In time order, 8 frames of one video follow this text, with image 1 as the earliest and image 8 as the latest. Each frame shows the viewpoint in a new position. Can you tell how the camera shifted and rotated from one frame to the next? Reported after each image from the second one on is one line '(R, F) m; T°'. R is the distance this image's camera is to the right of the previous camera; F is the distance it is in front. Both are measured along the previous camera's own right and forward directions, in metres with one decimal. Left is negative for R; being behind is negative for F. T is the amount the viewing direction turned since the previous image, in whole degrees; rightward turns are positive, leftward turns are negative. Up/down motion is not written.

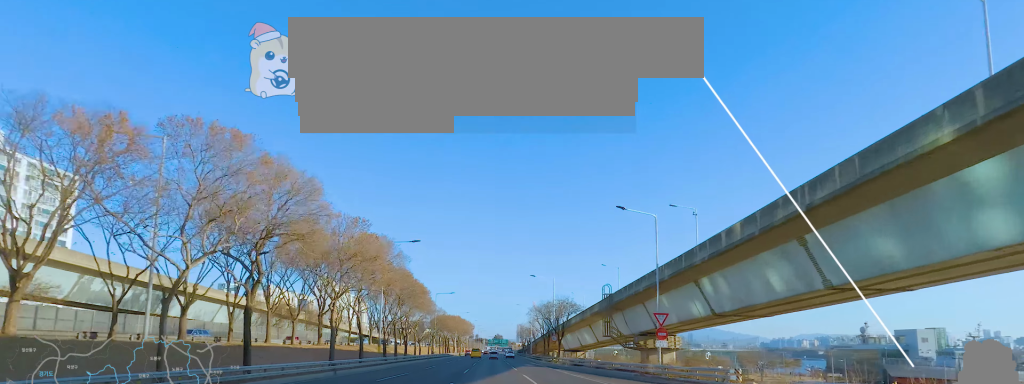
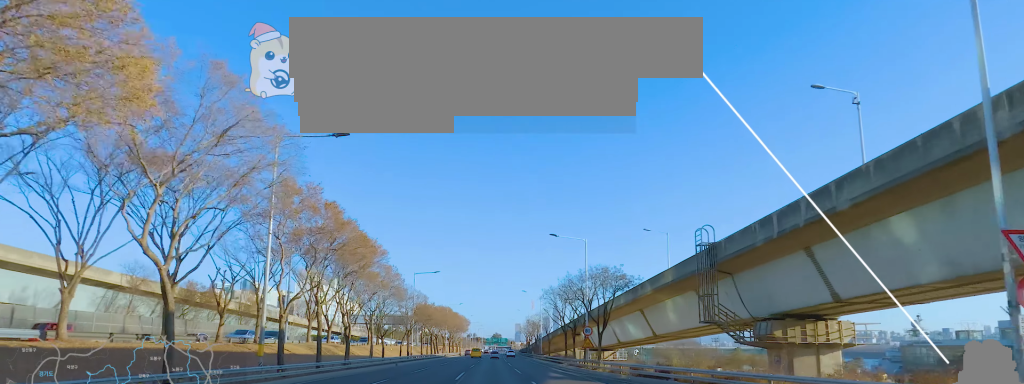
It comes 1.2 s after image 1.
(+0.7, +31.8) m; +2°
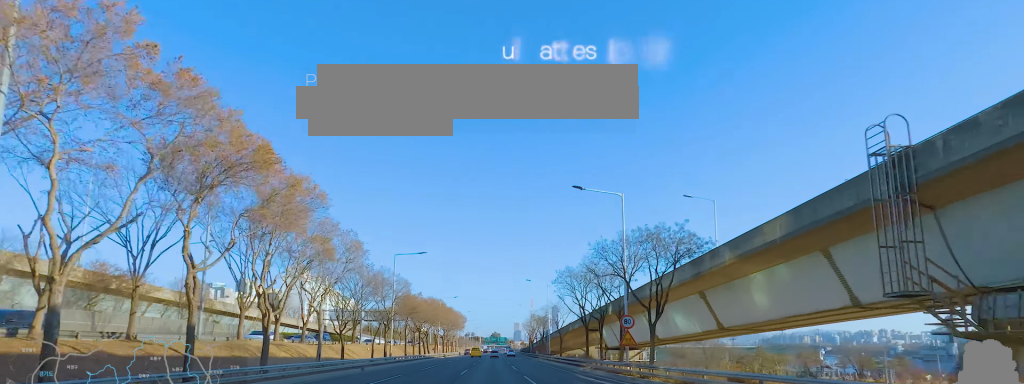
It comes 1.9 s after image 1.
(+0.1, +16.4) m; 0°
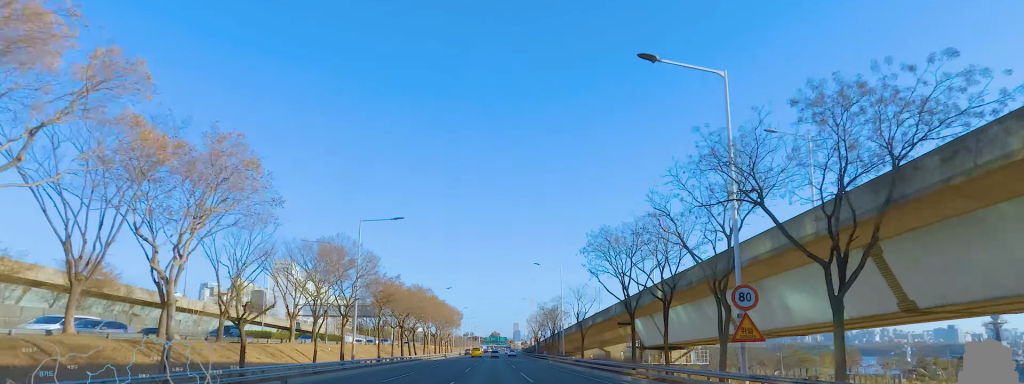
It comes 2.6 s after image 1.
(+0.4, +17.5) m; 0°
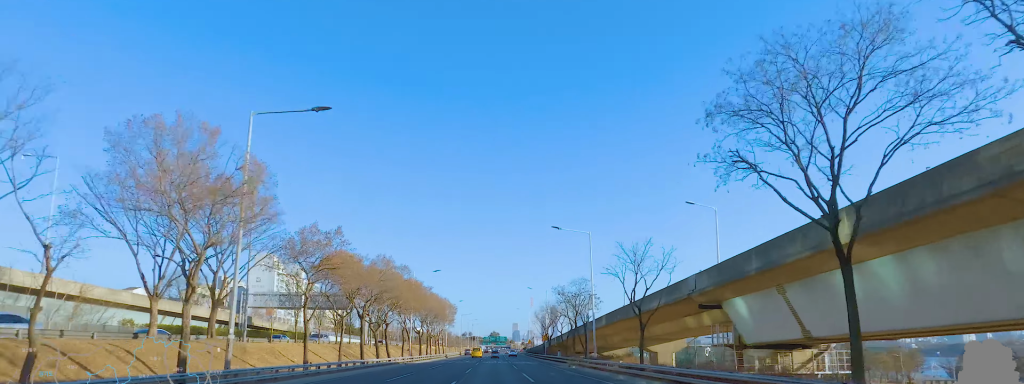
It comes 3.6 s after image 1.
(-0.9, +20.9) m; 0°
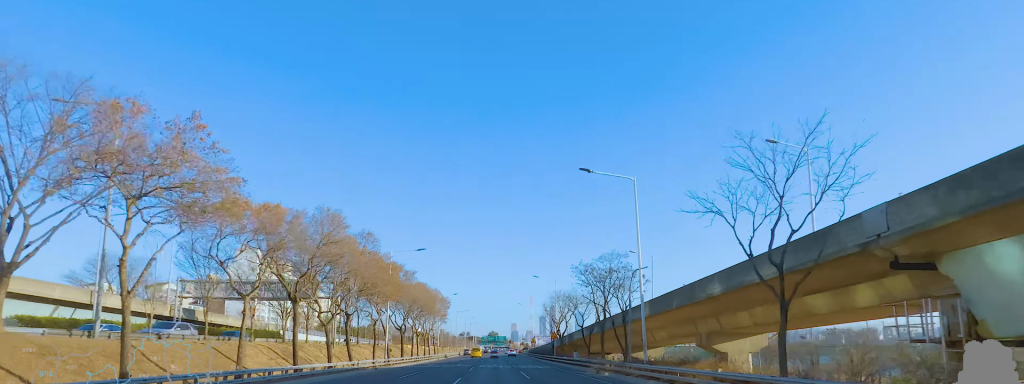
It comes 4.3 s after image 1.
(+0.7, +15.0) m; 0°
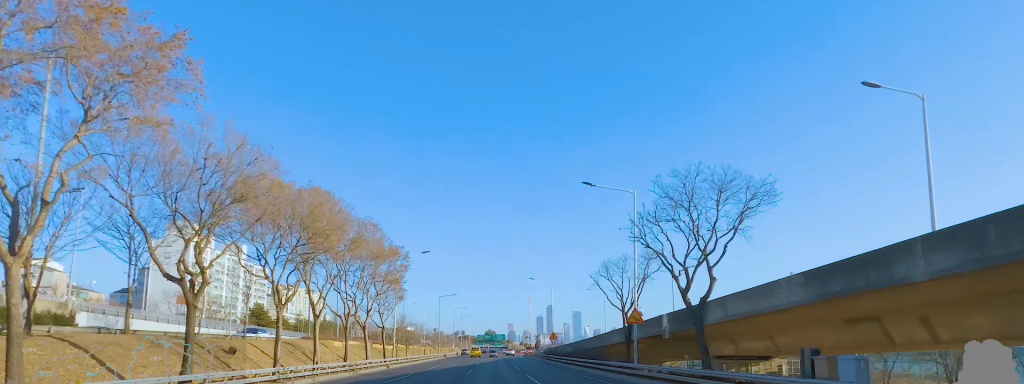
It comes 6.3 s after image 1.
(+0.2, +44.1) m; 0°
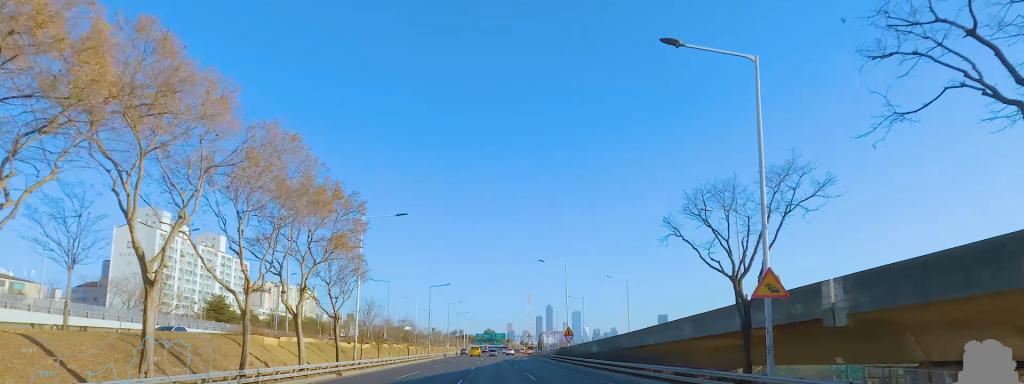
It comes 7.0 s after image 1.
(-0.2, +16.0) m; 0°
